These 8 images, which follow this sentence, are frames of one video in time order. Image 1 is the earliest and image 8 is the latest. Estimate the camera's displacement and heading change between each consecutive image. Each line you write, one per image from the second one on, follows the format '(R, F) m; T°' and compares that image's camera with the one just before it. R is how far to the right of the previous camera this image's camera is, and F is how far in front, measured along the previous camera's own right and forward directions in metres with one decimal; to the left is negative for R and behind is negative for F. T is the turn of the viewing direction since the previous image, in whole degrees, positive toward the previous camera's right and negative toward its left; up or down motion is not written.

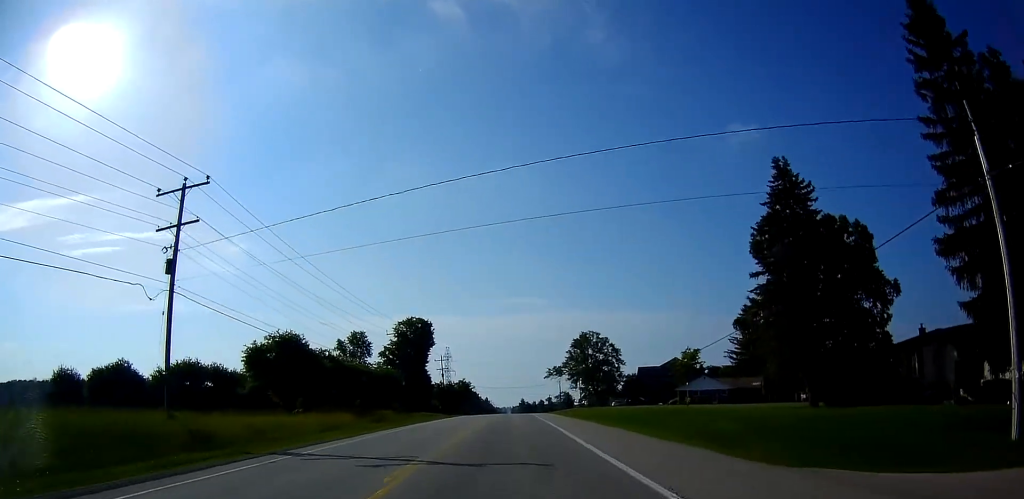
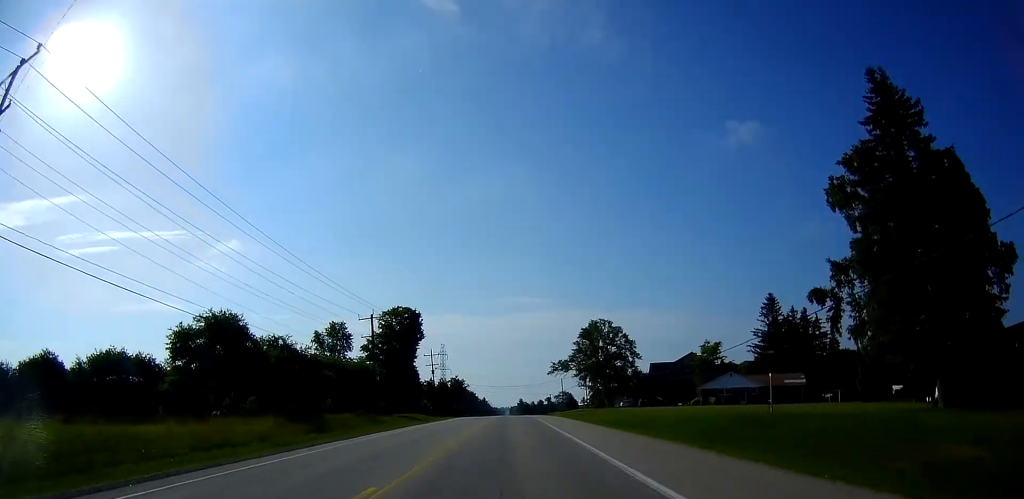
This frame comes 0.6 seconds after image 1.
(-0.2, +13.1) m; 0°
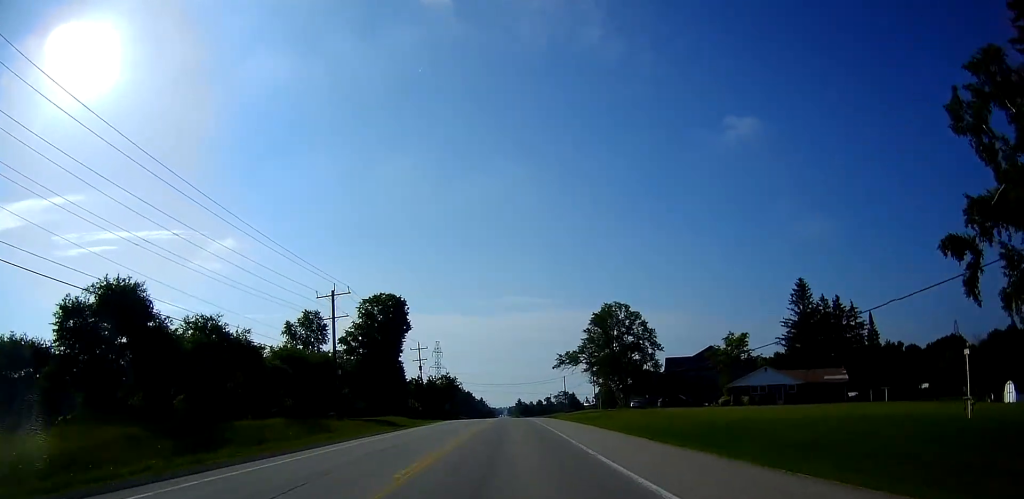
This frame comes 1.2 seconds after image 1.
(-0.1, +13.1) m; 0°
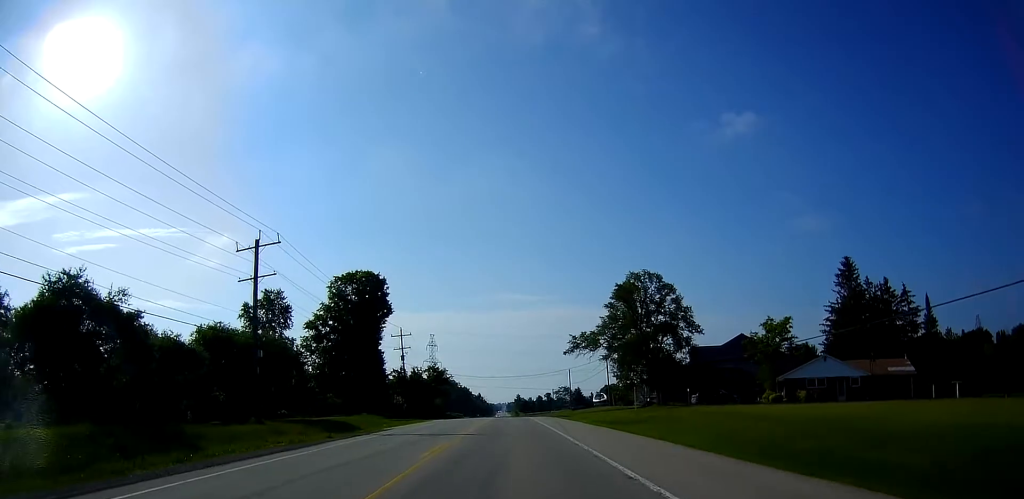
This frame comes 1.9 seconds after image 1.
(+0.2, +15.4) m; 0°
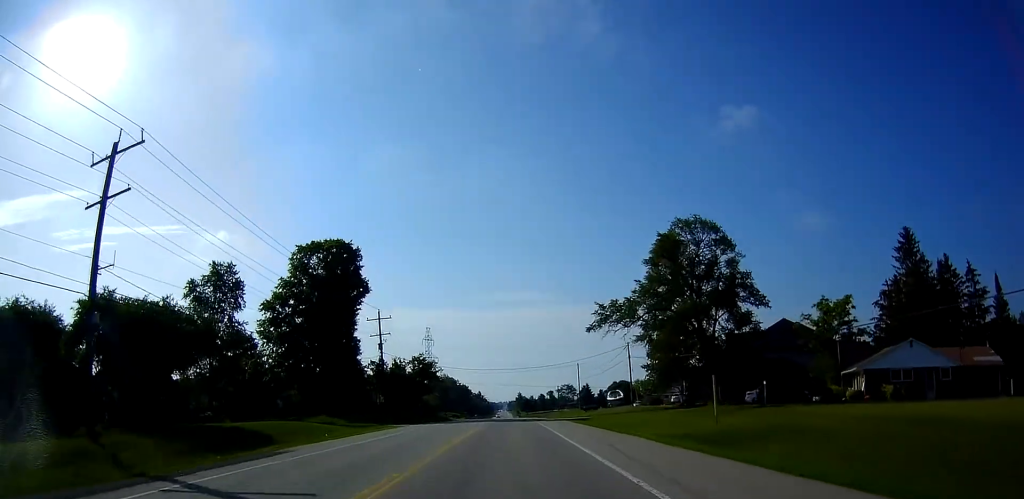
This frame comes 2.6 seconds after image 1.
(-0.1, +15.0) m; 0°
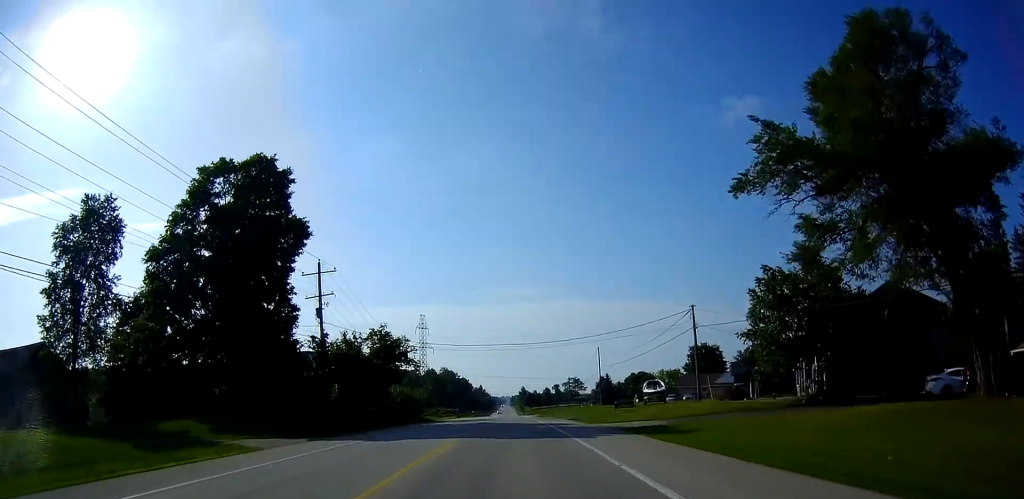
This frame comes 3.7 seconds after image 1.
(0.0, +23.8) m; 0°
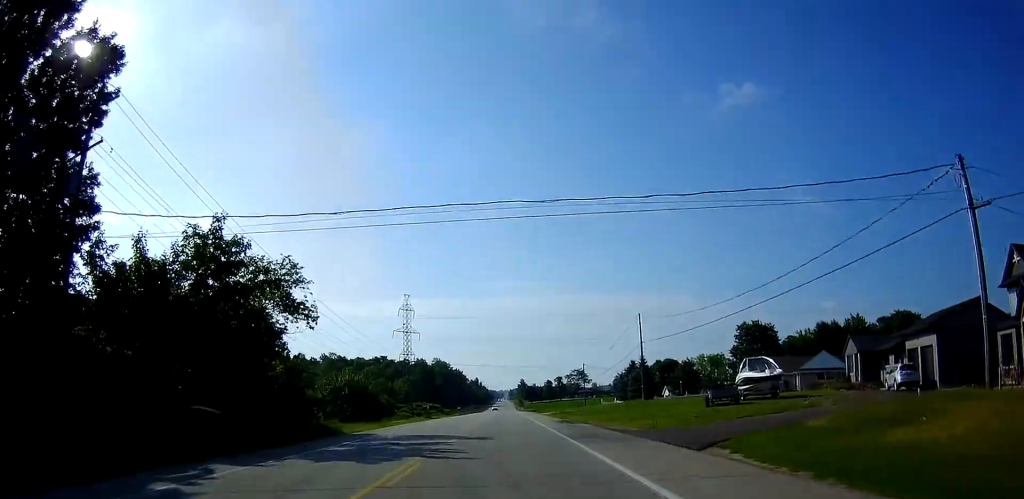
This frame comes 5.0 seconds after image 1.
(+0.2, +30.4) m; 0°
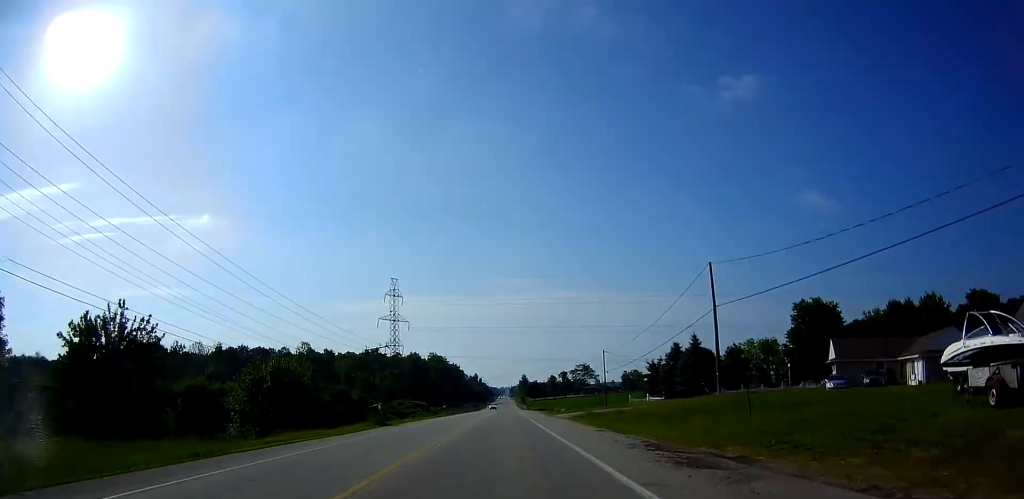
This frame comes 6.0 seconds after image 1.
(0.0, +22.1) m; 0°
